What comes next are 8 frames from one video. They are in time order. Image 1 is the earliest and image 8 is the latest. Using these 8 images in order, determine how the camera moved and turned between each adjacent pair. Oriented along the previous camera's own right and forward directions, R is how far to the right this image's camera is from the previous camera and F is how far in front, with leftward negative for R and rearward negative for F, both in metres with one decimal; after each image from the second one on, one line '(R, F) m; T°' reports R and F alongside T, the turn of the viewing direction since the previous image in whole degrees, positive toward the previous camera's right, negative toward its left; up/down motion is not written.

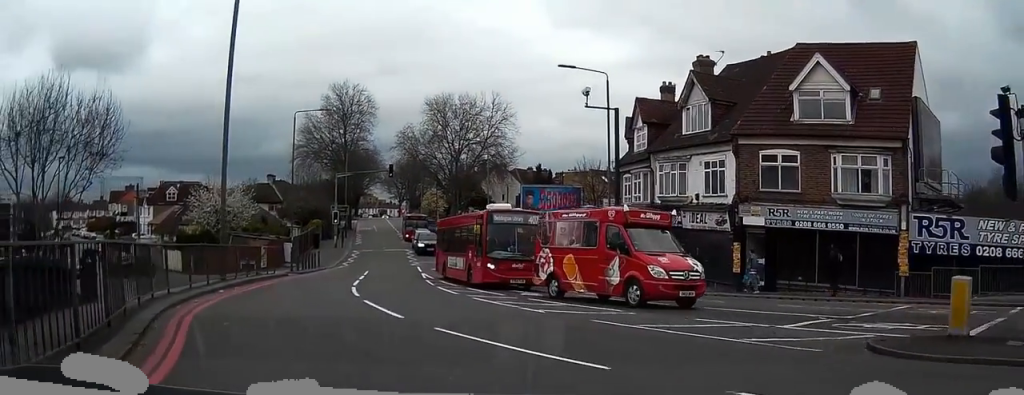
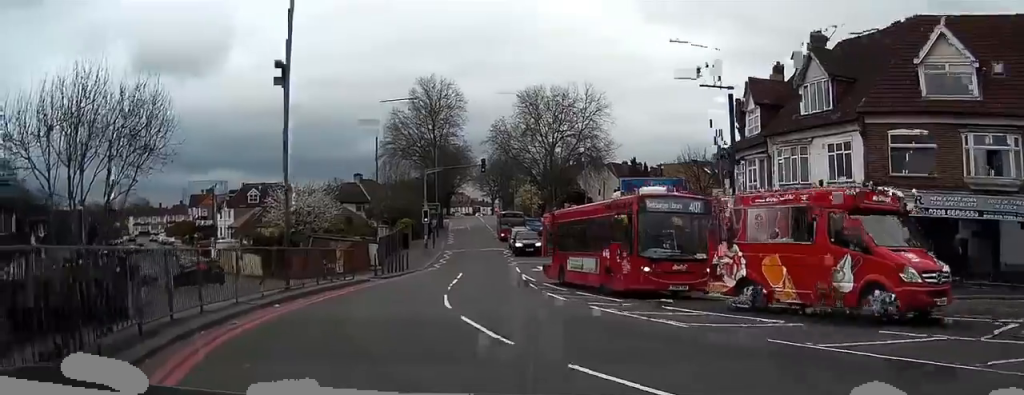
(+0.1, +3.8) m; -4°
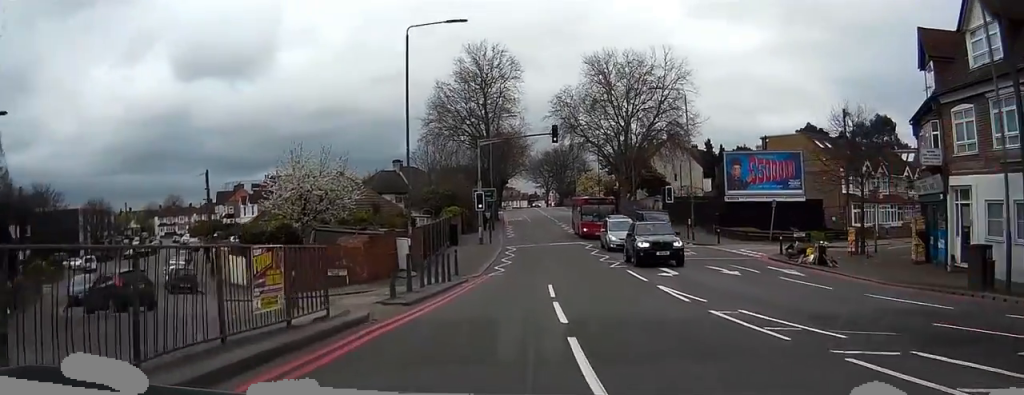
(-1.4, +16.1) m; -3°
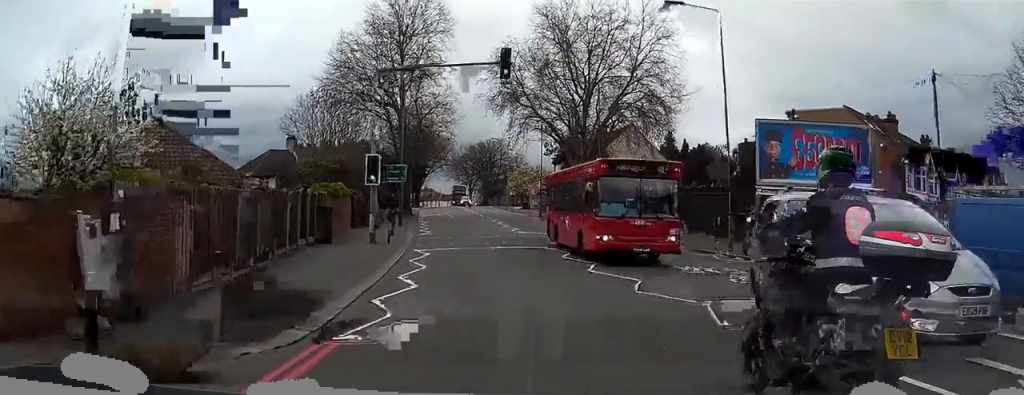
(+1.6, +21.4) m; +6°
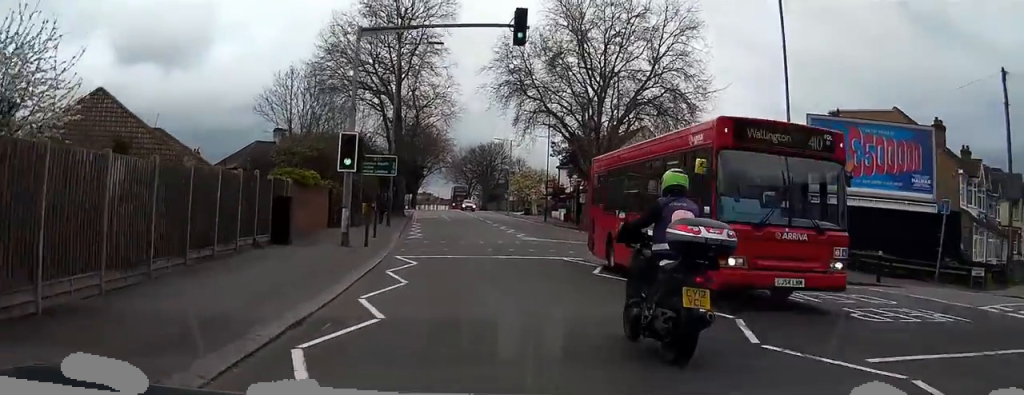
(0.0, +6.1) m; 0°
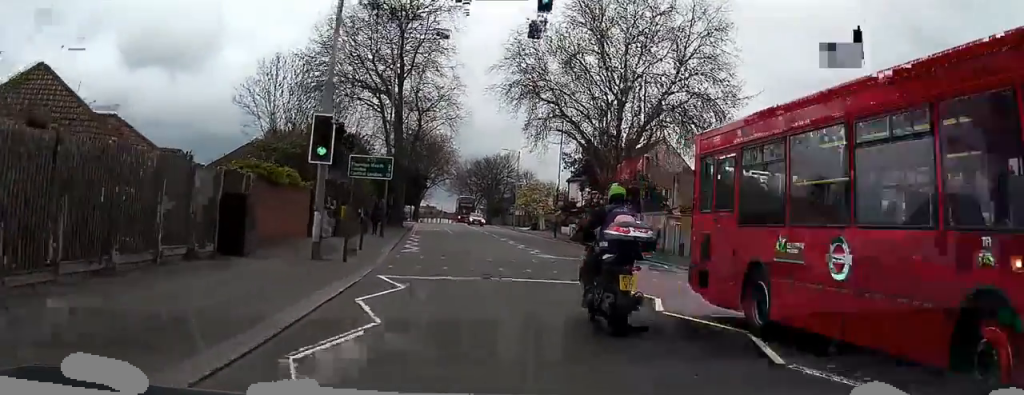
(0.0, +5.4) m; 0°
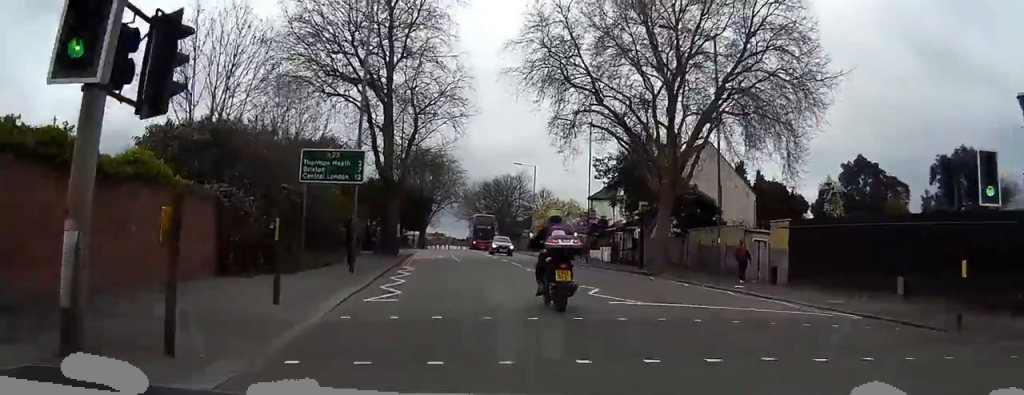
(0.0, +11.9) m; -1°
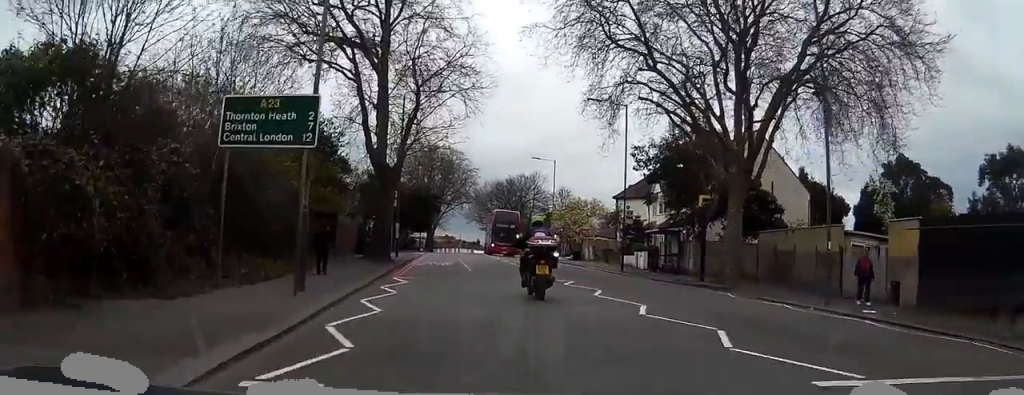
(0.0, +8.9) m; -1°
